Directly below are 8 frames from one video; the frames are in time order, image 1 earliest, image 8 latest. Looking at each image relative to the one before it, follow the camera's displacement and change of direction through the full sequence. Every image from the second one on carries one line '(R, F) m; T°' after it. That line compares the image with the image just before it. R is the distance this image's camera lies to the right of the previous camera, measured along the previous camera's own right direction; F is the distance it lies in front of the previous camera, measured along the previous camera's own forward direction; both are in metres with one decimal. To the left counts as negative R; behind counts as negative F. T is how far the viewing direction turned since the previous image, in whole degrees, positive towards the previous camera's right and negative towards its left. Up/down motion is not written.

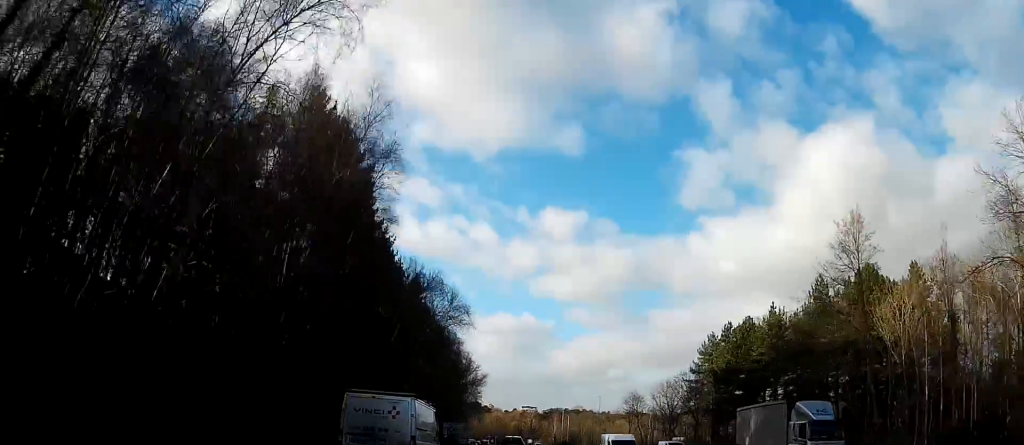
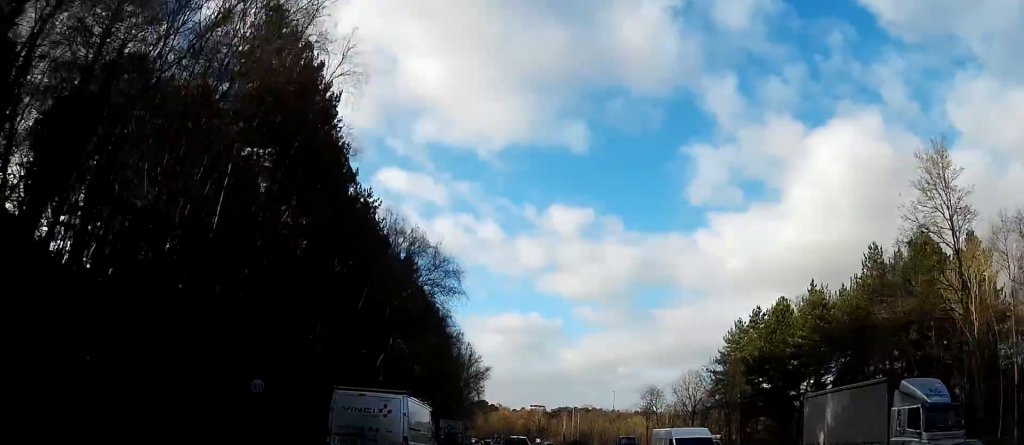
(0.0, +9.5) m; -1°
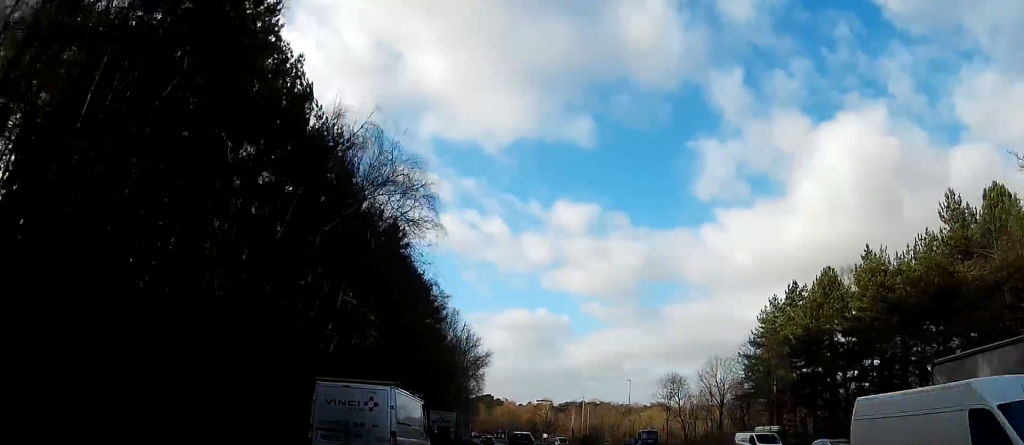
(-0.3, +11.1) m; -1°
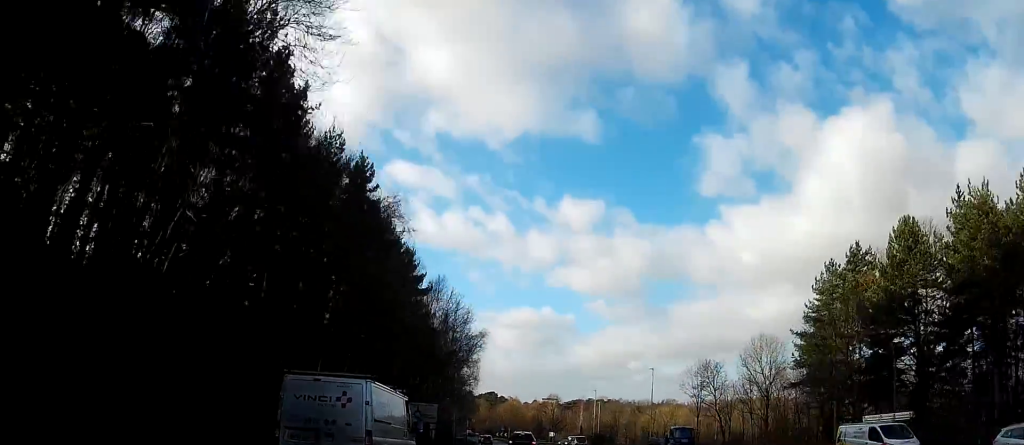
(-0.3, +14.8) m; -1°
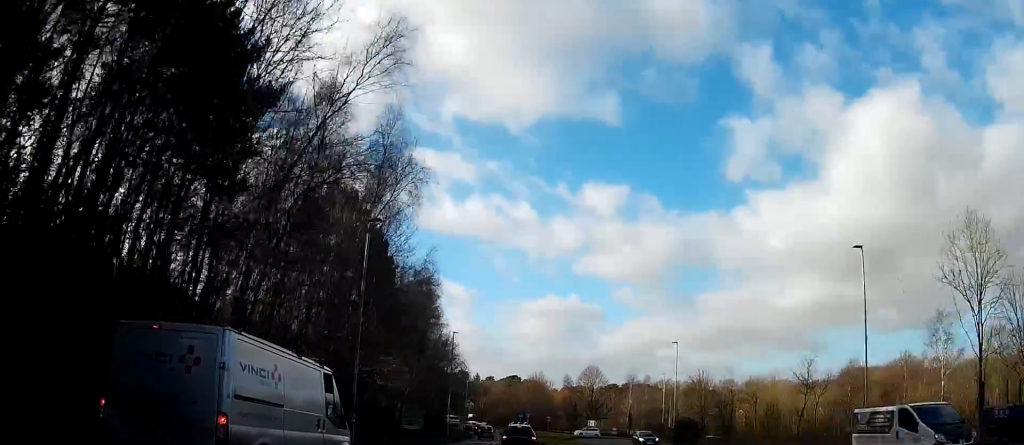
(-0.9, +50.4) m; -2°
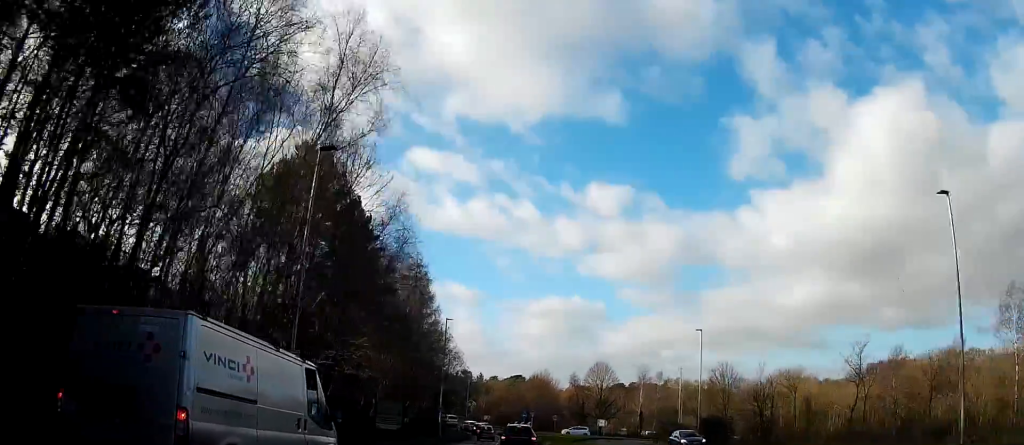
(-0.1, +8.1) m; 0°
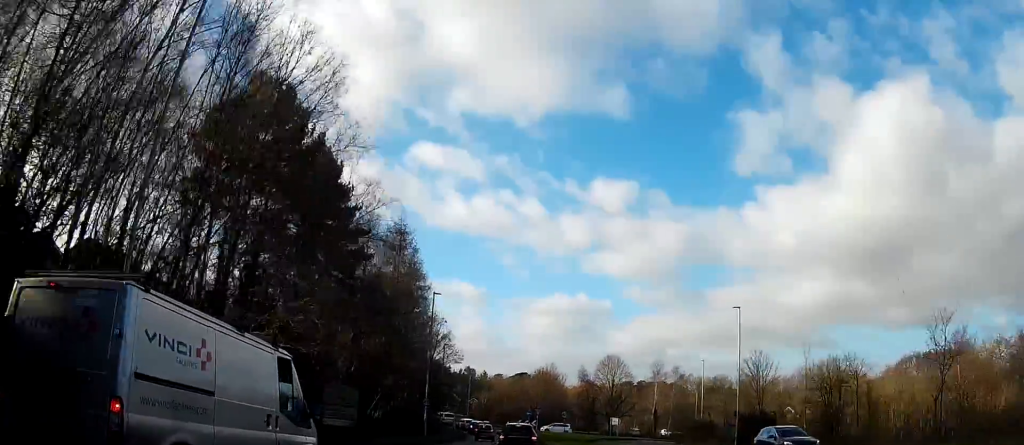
(0.0, +9.6) m; 0°
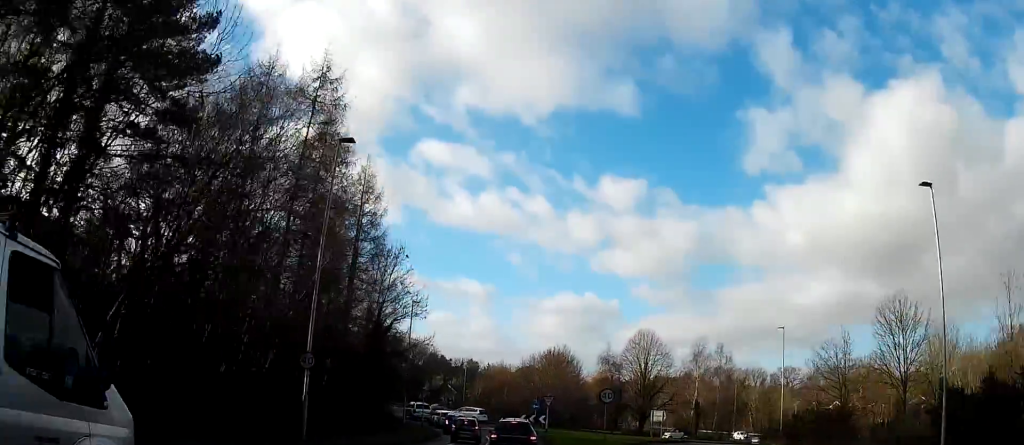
(-0.1, +25.1) m; -2°
